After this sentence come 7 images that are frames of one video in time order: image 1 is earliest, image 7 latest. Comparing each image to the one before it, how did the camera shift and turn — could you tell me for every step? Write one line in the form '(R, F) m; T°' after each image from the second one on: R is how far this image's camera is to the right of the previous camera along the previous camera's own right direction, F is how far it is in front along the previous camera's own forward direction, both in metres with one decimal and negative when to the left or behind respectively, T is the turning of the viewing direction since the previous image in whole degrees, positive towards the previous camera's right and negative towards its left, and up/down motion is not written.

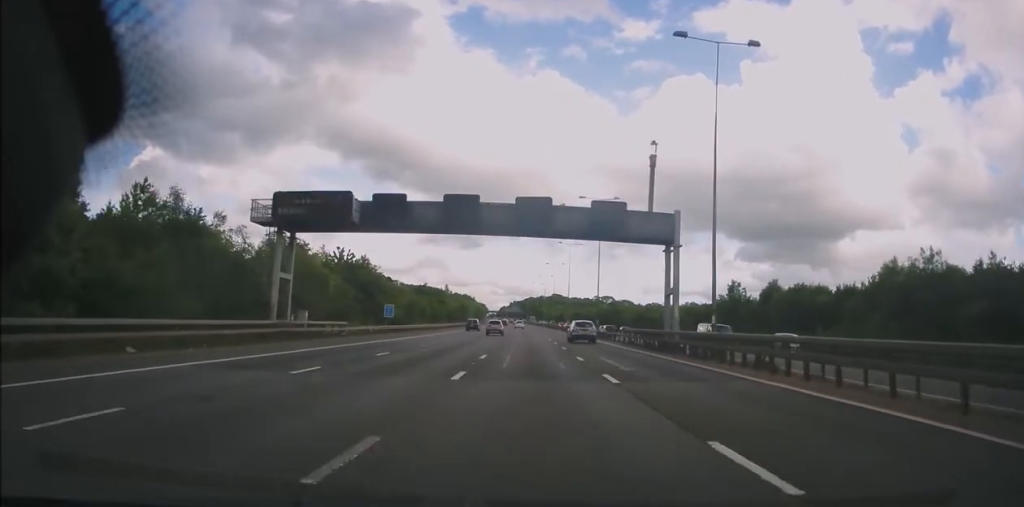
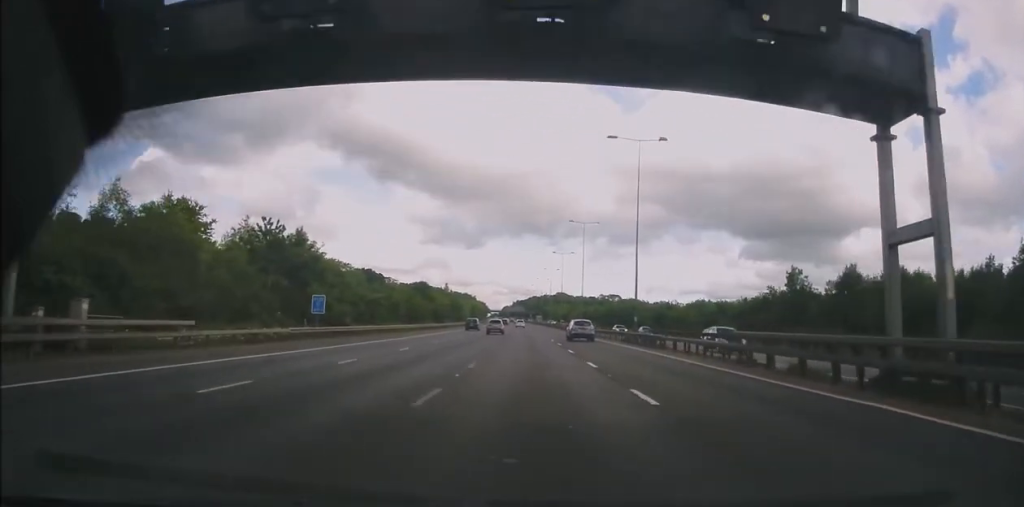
(-0.2, +22.1) m; -1°
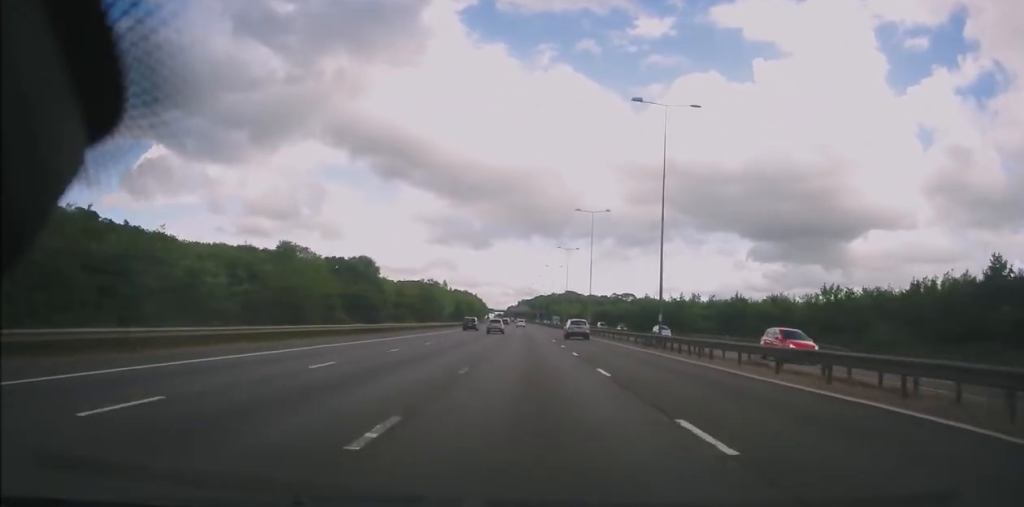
(-0.2, +46.8) m; 0°
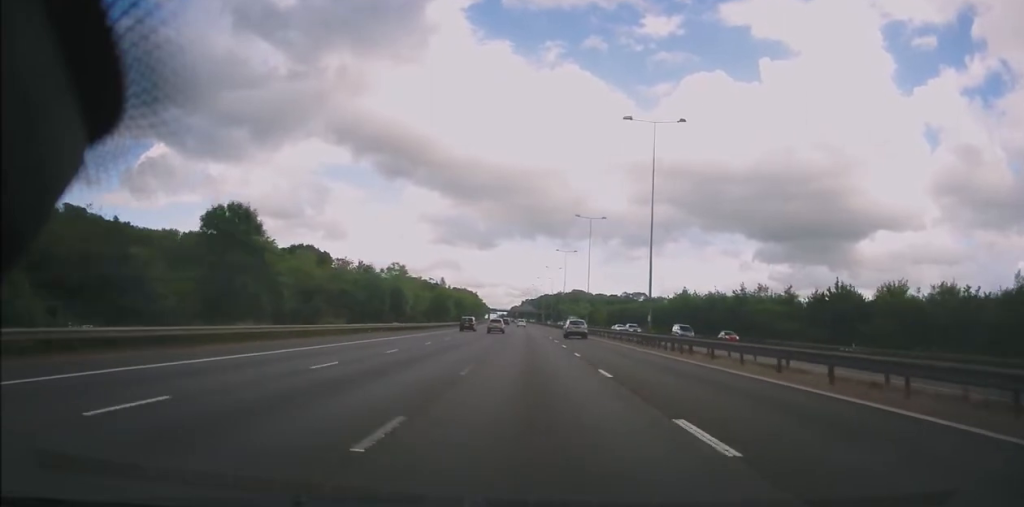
(+0.1, +34.9) m; -1°
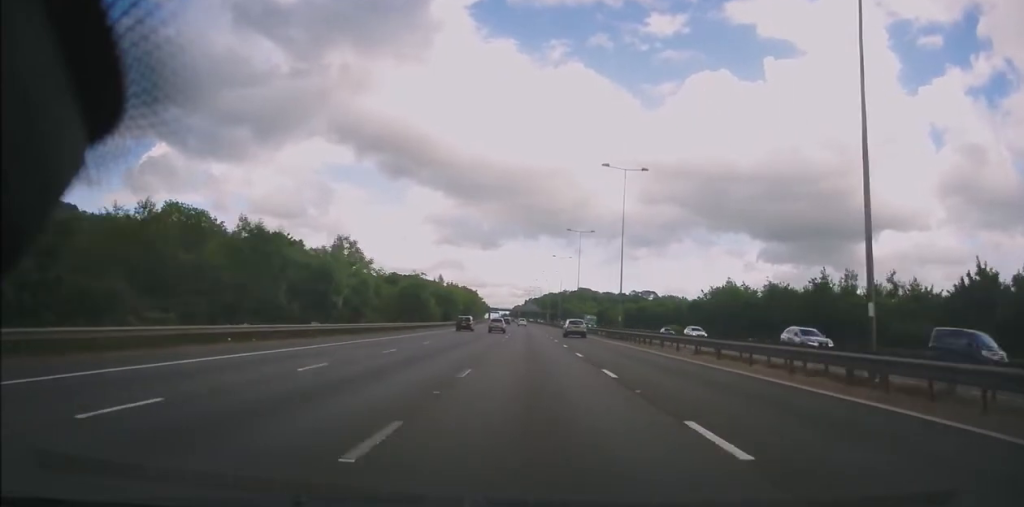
(-0.4, +26.1) m; -1°
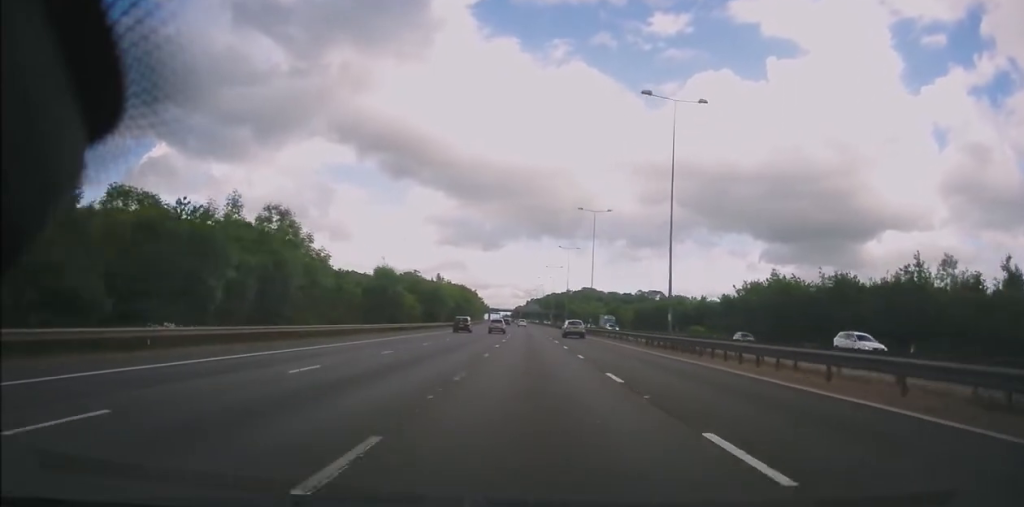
(-0.1, +18.1) m; 0°
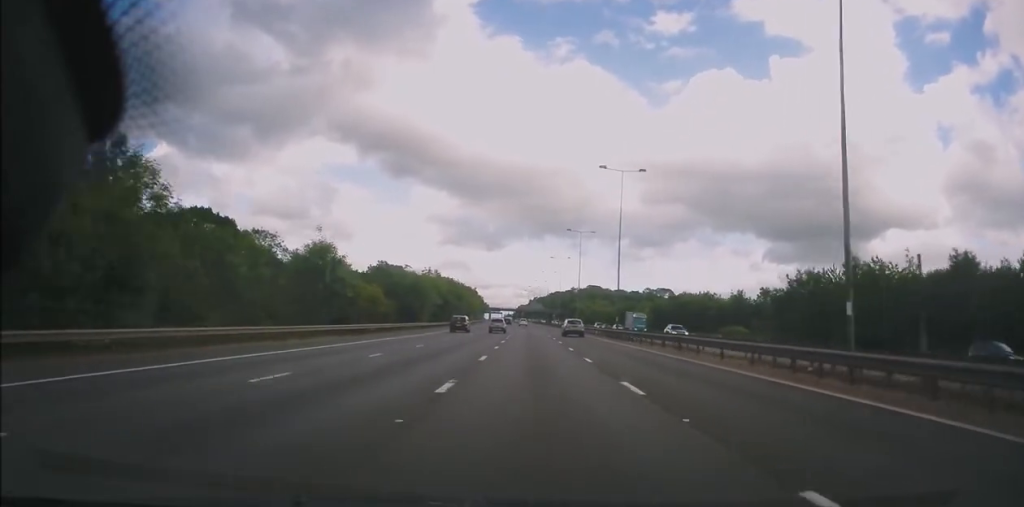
(0.0, +20.1) m; 0°
